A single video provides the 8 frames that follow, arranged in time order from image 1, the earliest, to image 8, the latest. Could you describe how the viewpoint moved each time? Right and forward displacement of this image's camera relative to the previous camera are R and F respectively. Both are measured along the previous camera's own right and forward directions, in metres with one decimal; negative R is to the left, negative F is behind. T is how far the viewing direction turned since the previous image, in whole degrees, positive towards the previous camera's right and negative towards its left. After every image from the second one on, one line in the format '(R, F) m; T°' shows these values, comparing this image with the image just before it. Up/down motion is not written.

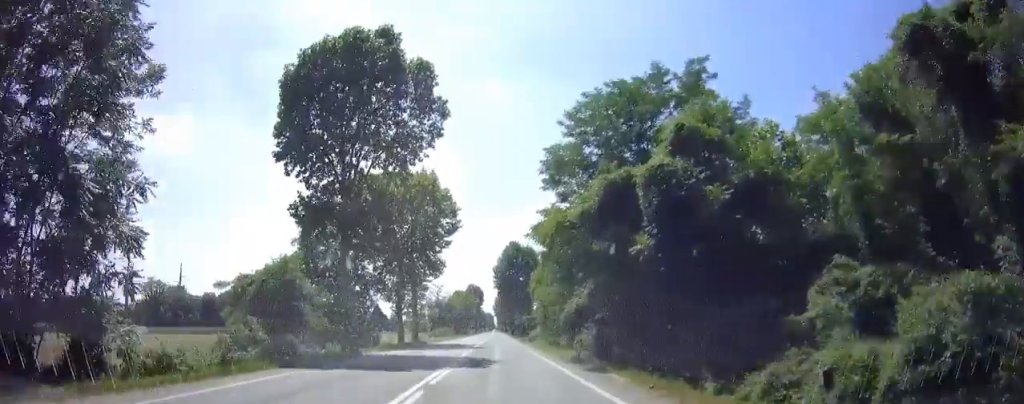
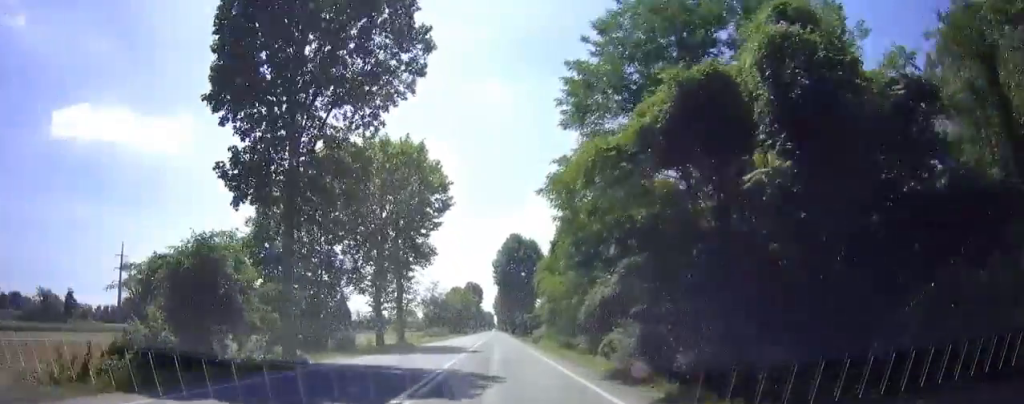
(+0.1, +7.7) m; 0°
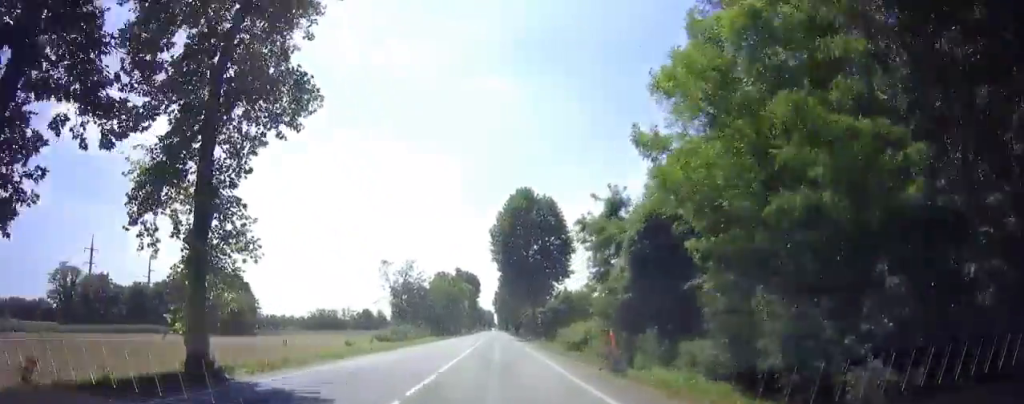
(-0.1, +30.6) m; -1°
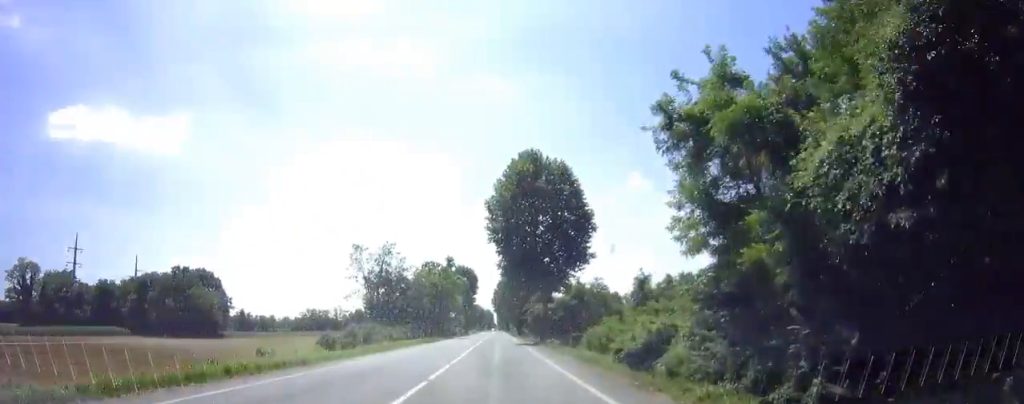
(0.0, +14.7) m; 0°
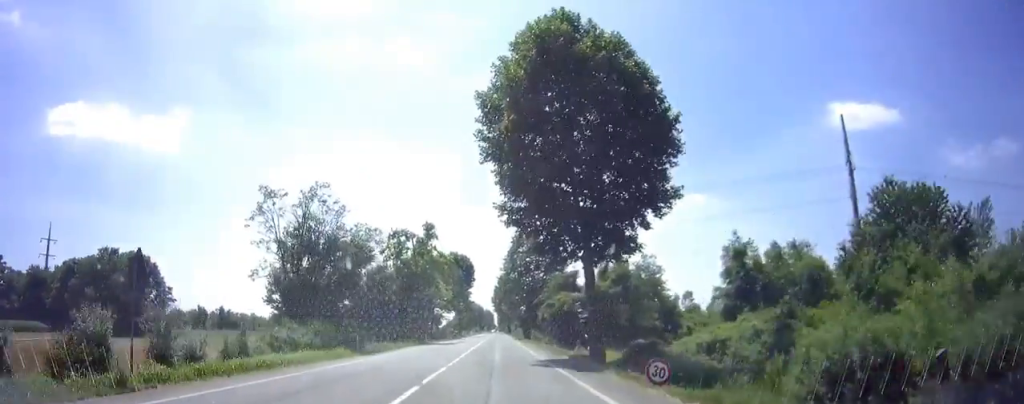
(+0.1, +23.4) m; +1°
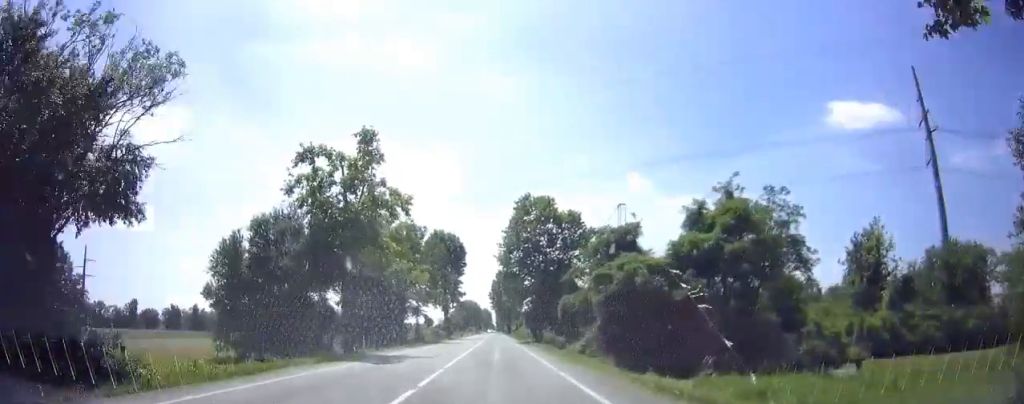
(+0.2, +24.1) m; 0°
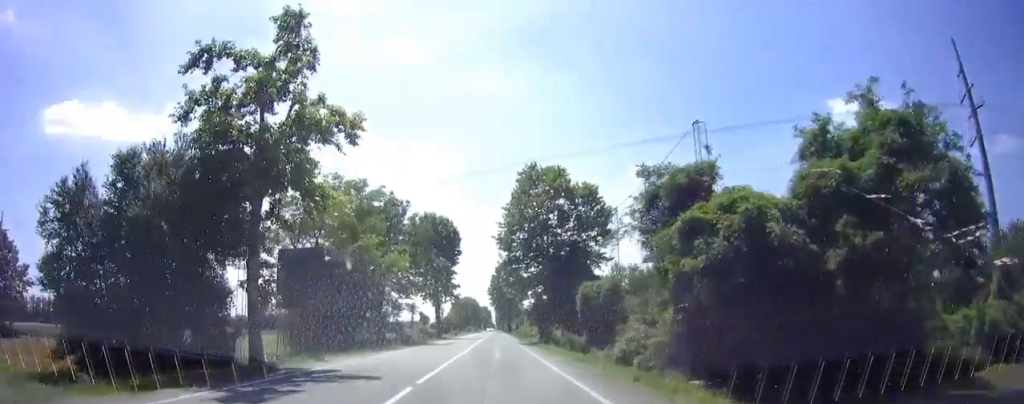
(-0.2, +11.8) m; -1°
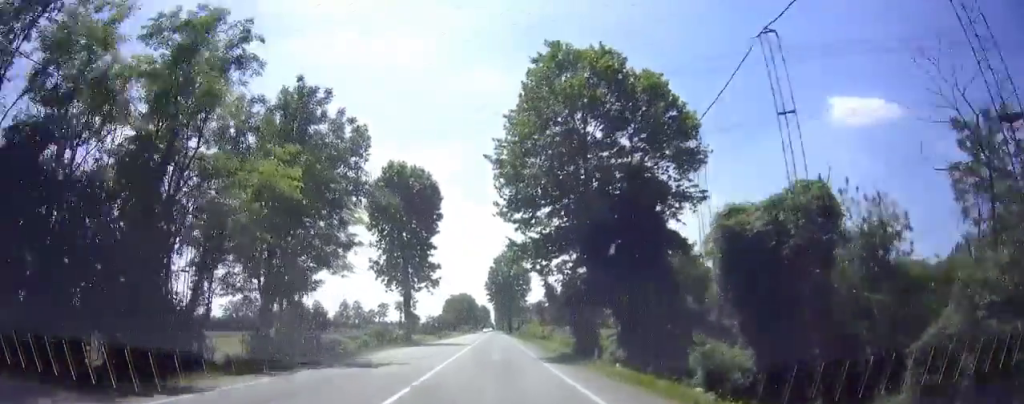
(0.0, +23.2) m; 0°
